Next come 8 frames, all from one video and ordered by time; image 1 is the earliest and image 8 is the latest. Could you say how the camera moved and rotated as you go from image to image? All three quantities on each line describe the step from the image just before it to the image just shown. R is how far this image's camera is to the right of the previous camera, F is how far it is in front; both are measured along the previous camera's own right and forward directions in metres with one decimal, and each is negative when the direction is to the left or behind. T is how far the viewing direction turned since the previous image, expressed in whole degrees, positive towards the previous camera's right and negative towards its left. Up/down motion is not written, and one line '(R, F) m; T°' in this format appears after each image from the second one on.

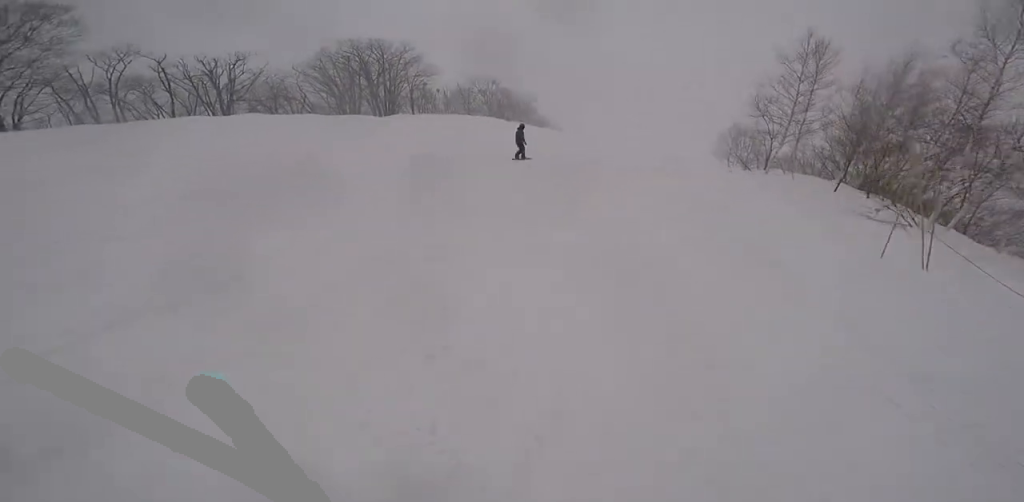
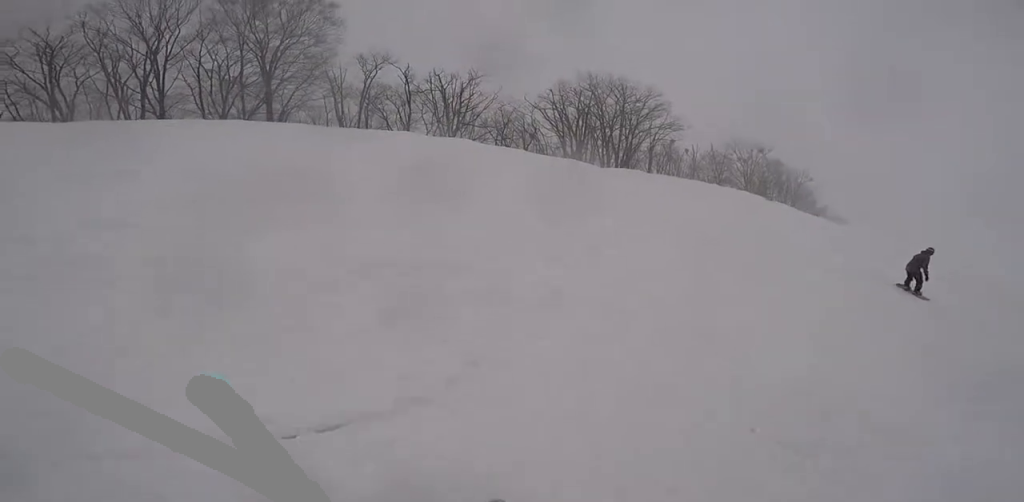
(-1.7, +8.7) m; -18°
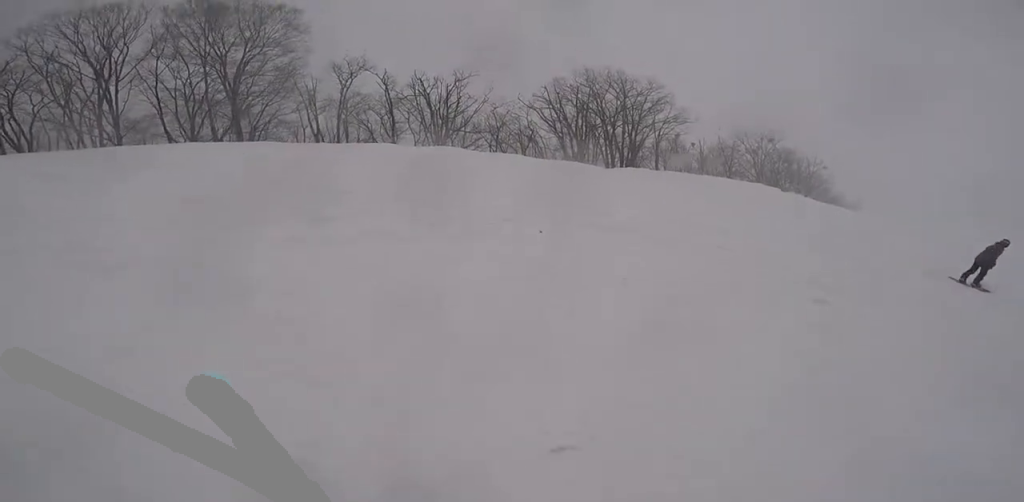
(+0.1, +3.0) m; -9°
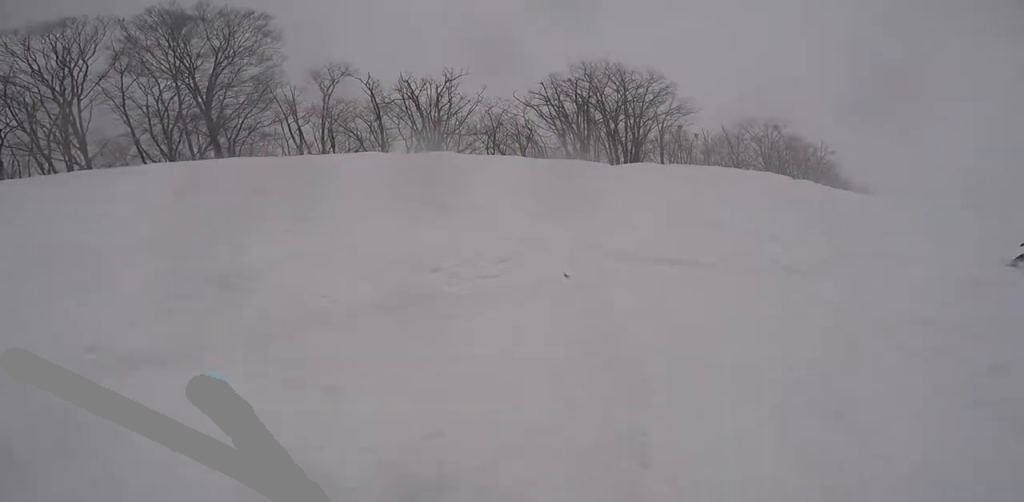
(-0.3, +2.2) m; 0°
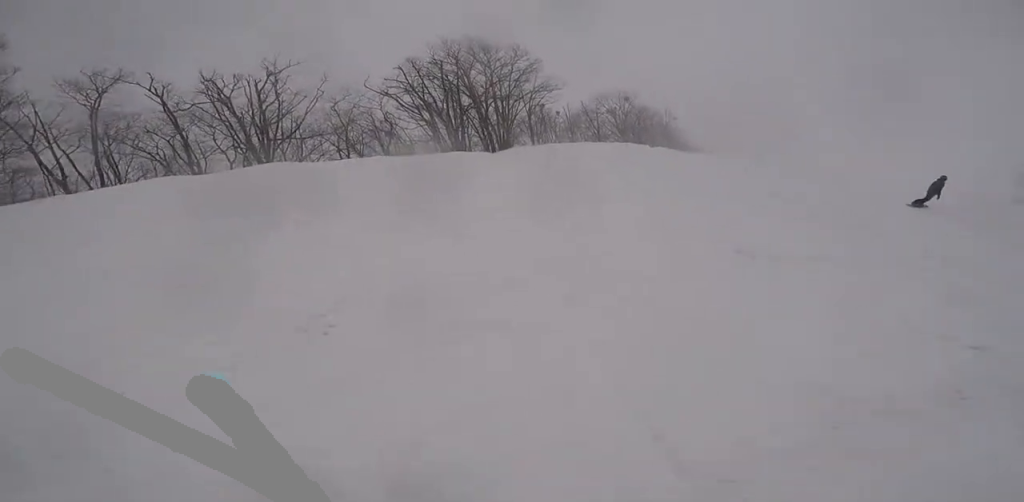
(-0.4, +4.5) m; +10°
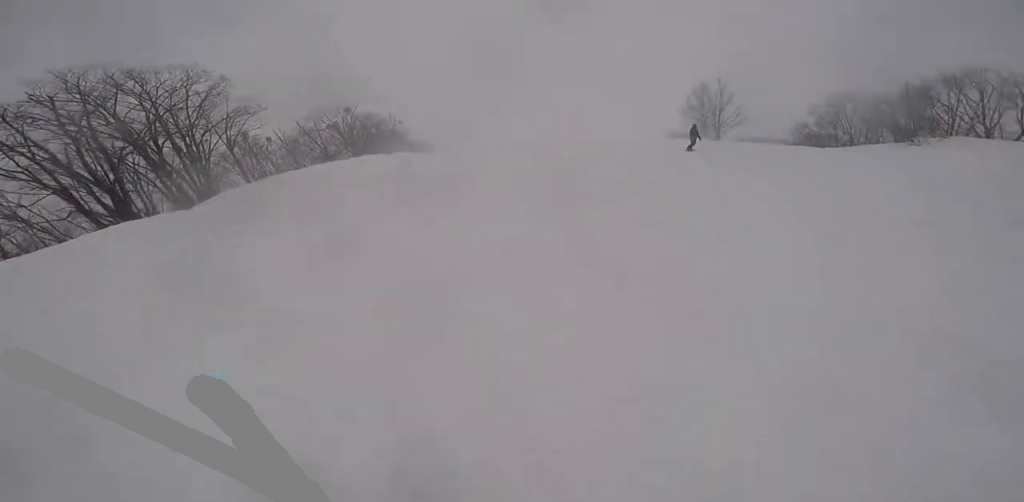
(+1.8, +5.3) m; +33°
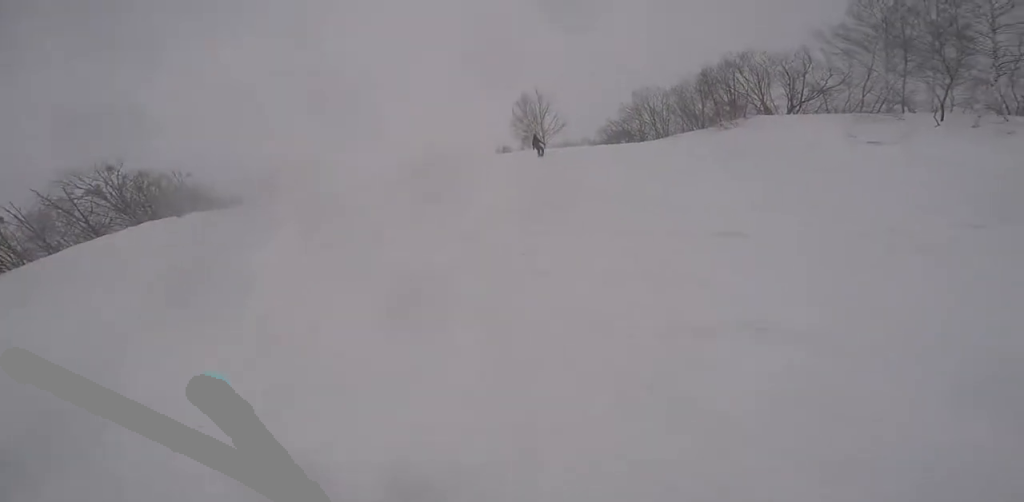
(+0.5, +3.8) m; +20°
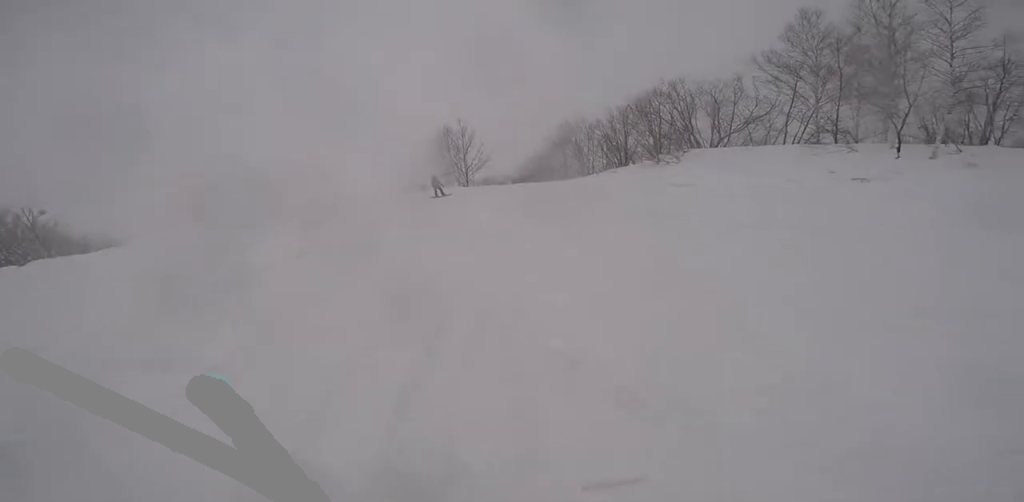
(+0.7, +3.9) m; +25°
